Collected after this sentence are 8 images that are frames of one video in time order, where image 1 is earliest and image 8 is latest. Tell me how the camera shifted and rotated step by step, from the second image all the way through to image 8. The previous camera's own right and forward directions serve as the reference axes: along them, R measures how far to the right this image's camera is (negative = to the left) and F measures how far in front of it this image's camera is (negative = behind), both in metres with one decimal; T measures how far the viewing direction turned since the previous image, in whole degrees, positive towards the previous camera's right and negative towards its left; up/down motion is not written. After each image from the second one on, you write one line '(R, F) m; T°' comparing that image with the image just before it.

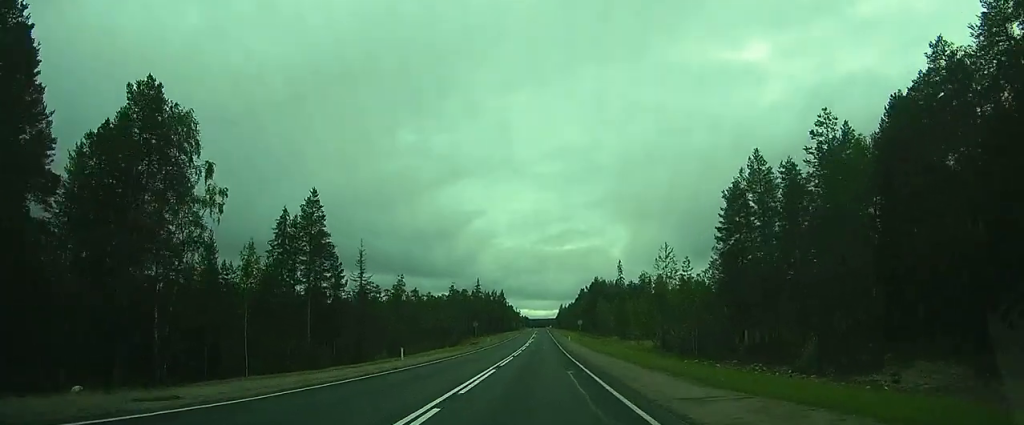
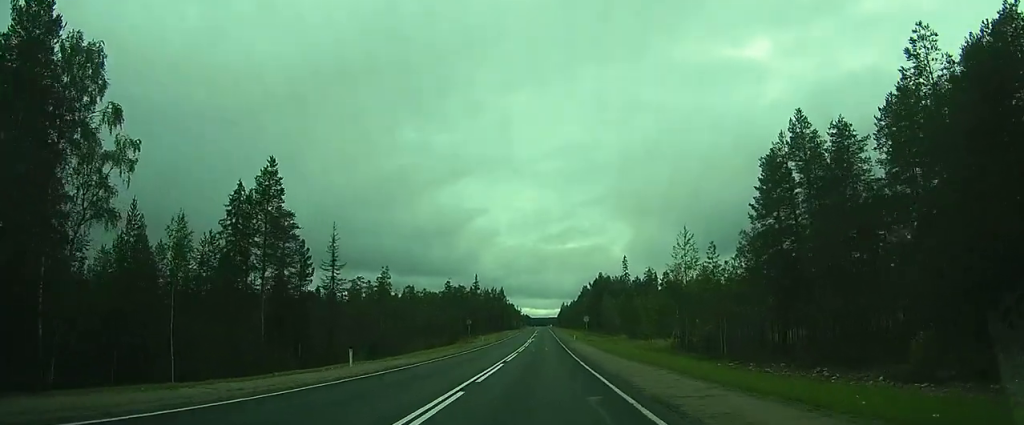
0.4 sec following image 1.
(0.0, +8.9) m; 0°
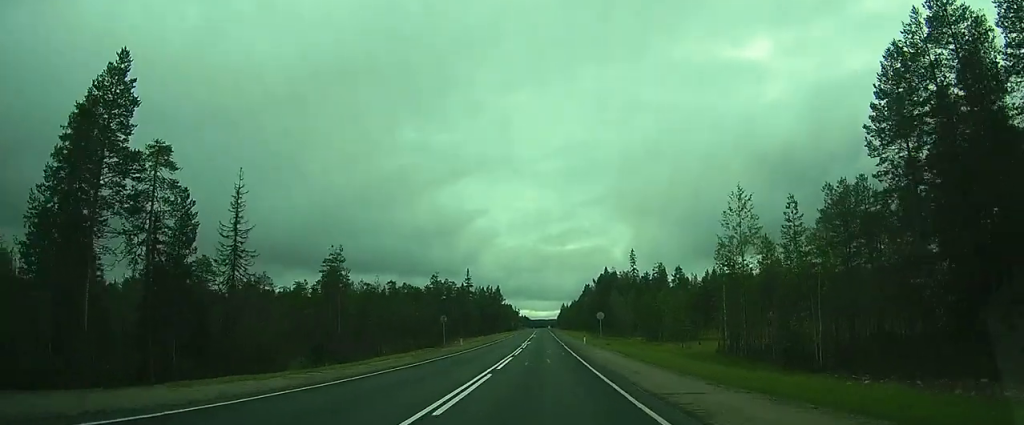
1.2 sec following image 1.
(0.0, +17.9) m; 0°
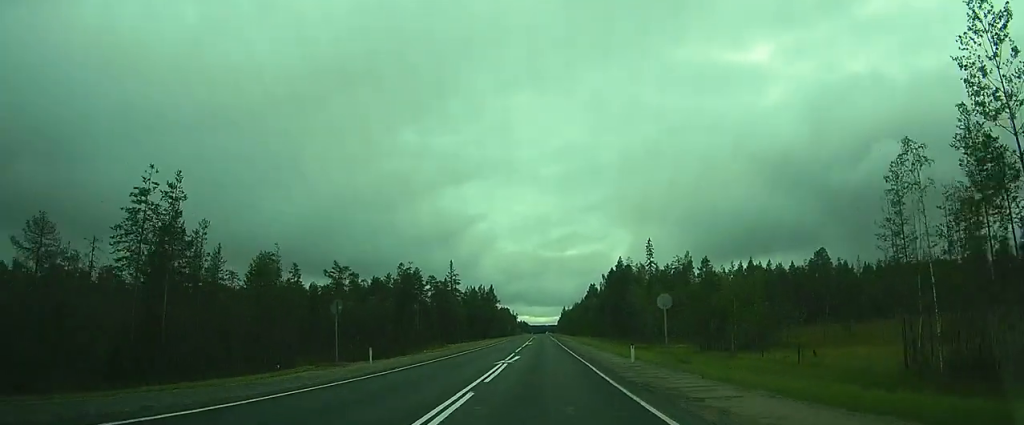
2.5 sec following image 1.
(0.0, +28.3) m; 0°
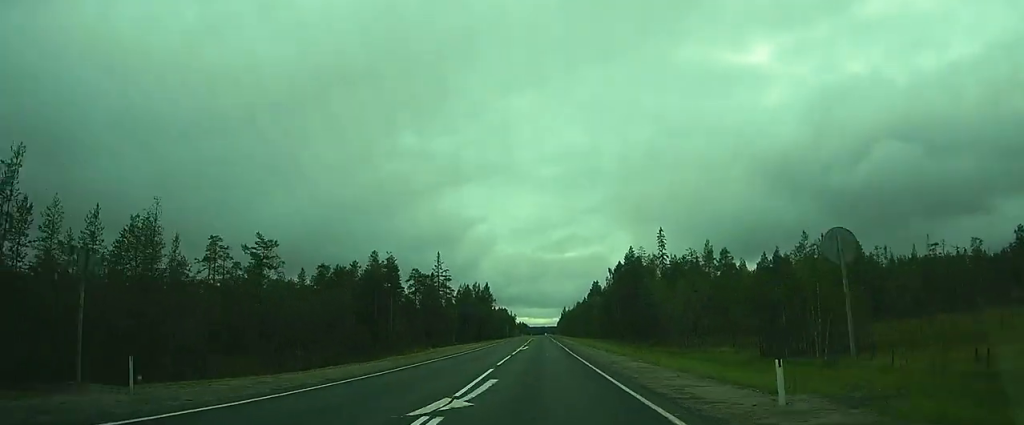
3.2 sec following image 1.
(0.0, +15.6) m; 0°
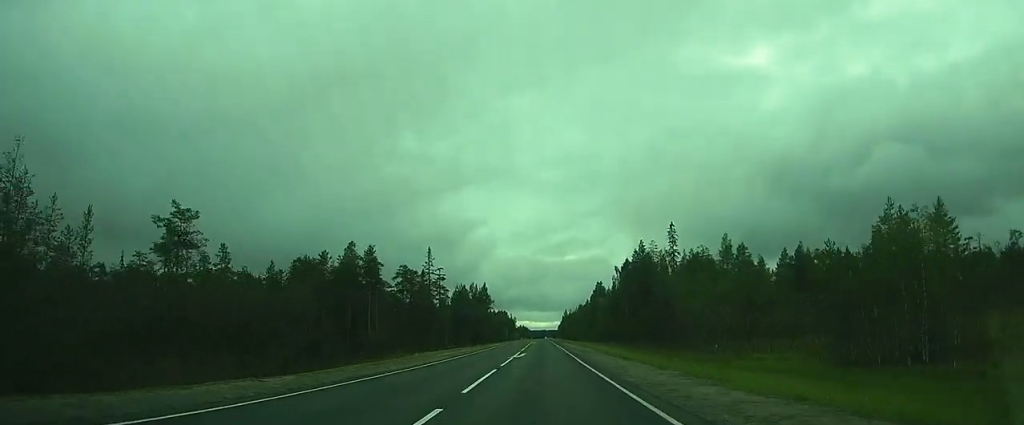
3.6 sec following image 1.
(0.0, +10.4) m; 0°
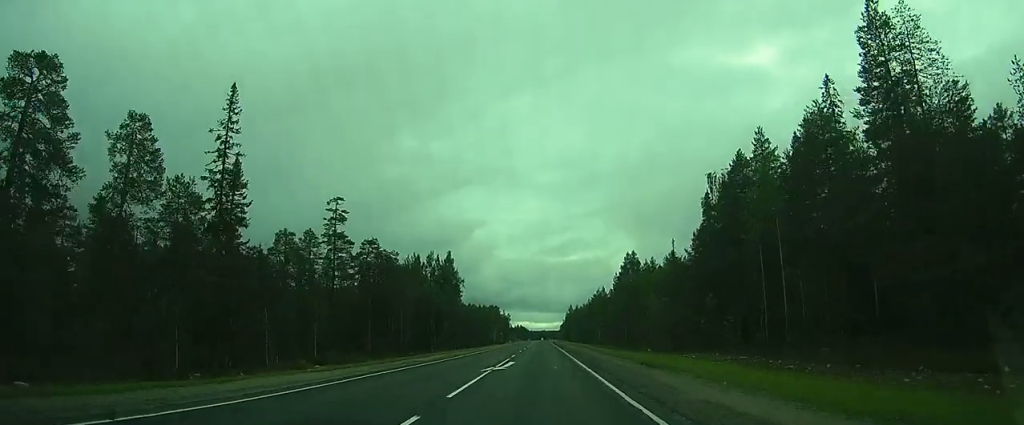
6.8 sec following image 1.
(+0.1, +71.0) m; 0°
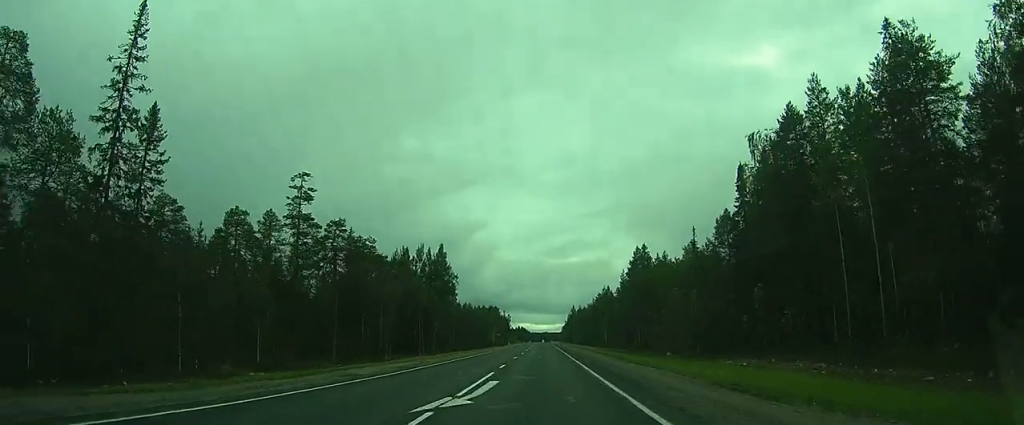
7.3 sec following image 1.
(+0.2, +11.0) m; -1°
